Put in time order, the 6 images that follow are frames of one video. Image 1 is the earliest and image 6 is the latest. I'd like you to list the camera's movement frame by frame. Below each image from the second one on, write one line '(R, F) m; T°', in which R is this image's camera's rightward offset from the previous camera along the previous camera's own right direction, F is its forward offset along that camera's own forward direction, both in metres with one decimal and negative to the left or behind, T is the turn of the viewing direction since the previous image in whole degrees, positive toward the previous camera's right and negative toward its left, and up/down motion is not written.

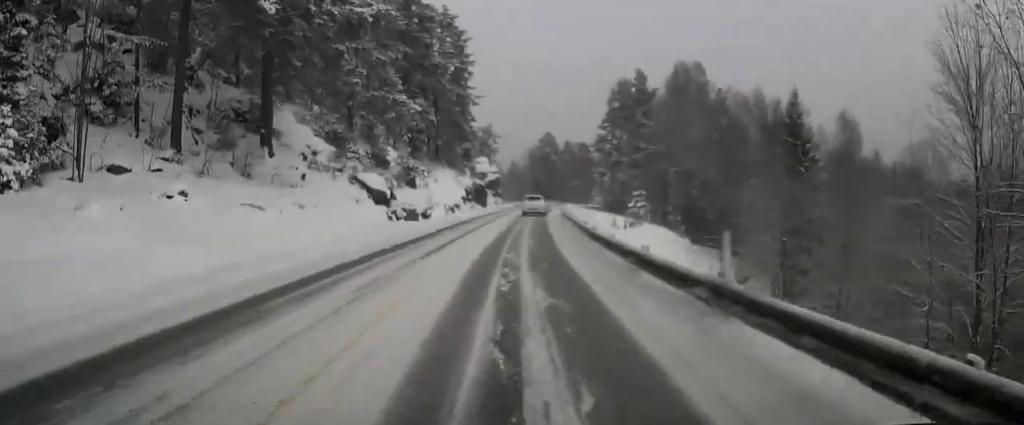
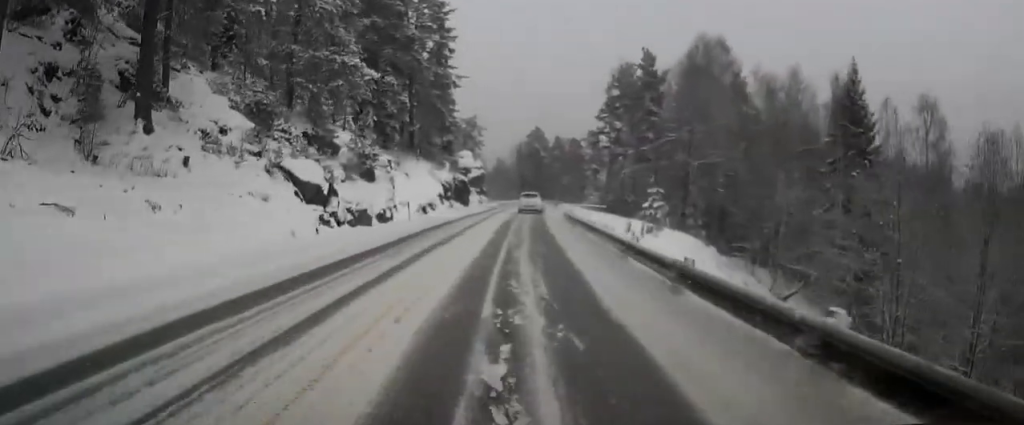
(+0.2, +10.4) m; +2°
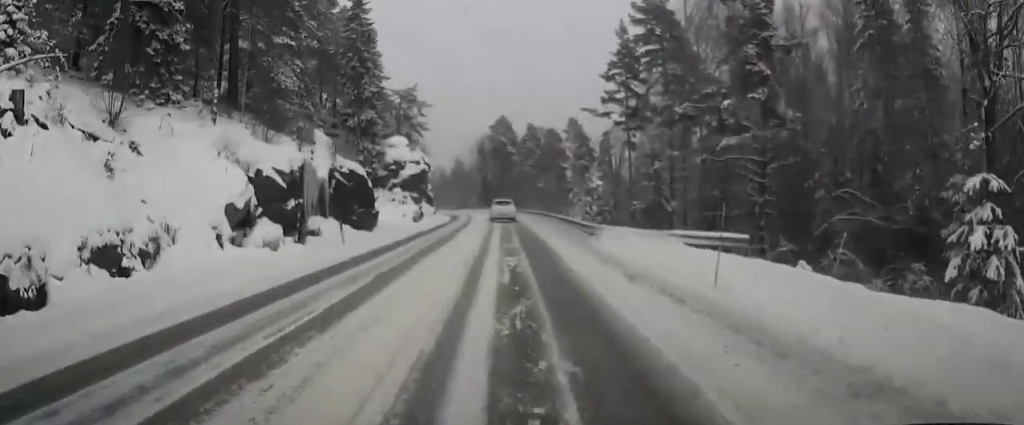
(+0.7, +35.3) m; +3°
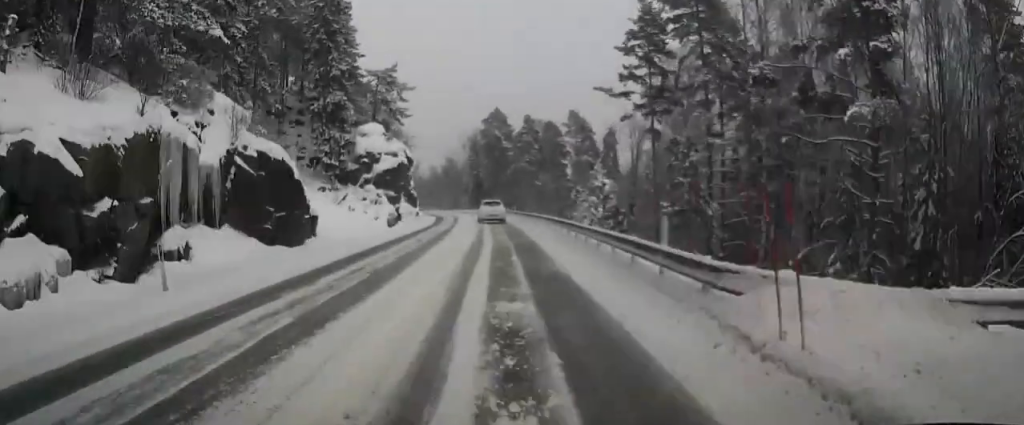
(+0.3, +10.8) m; +1°
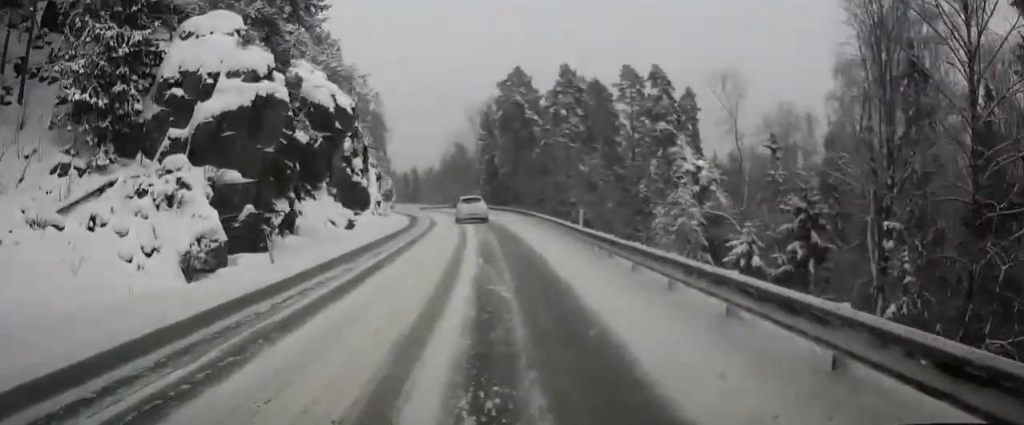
(+0.2, +34.9) m; 0°
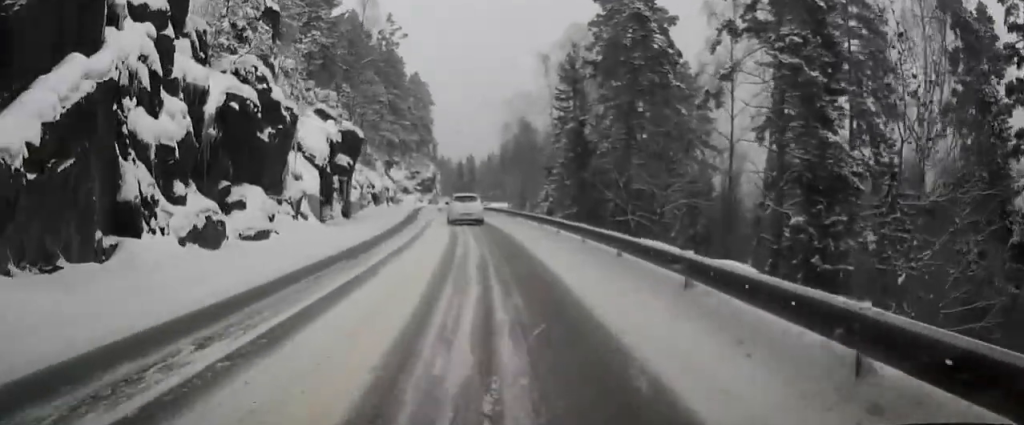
(-2.2, +40.8) m; -7°
